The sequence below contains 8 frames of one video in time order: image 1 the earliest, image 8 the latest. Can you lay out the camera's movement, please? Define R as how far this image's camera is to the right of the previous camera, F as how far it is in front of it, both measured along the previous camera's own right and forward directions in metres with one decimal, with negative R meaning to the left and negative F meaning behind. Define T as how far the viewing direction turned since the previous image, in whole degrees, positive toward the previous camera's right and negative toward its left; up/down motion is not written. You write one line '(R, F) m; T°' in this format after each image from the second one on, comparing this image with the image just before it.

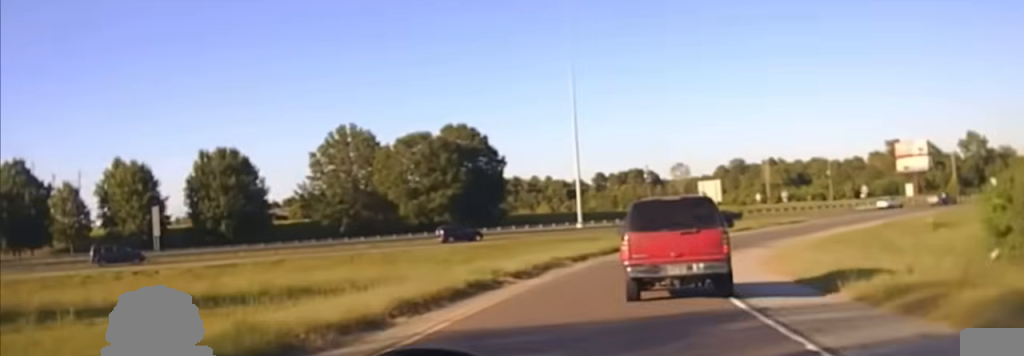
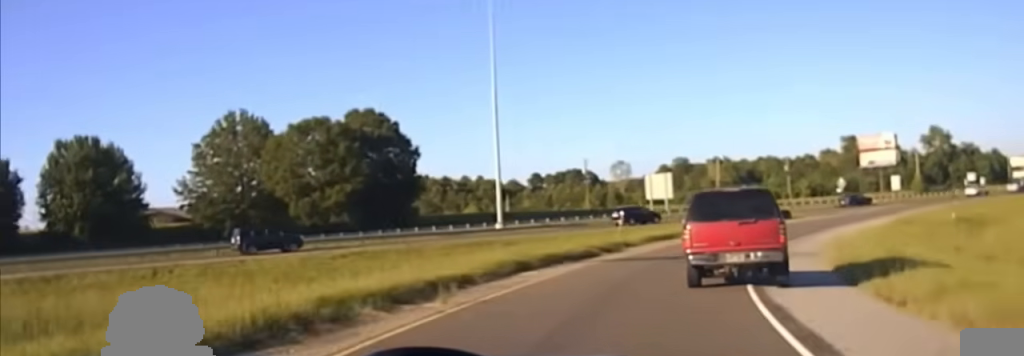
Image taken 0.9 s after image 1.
(-2.6, +24.0) m; -6°
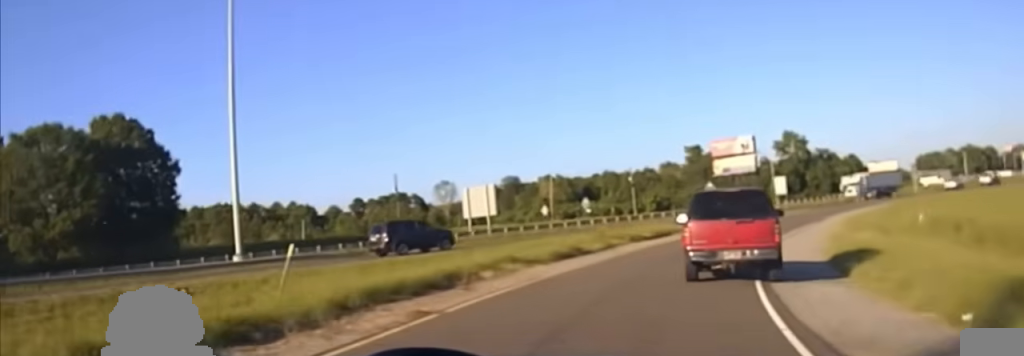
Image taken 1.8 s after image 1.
(0.0, +26.4) m; +6°
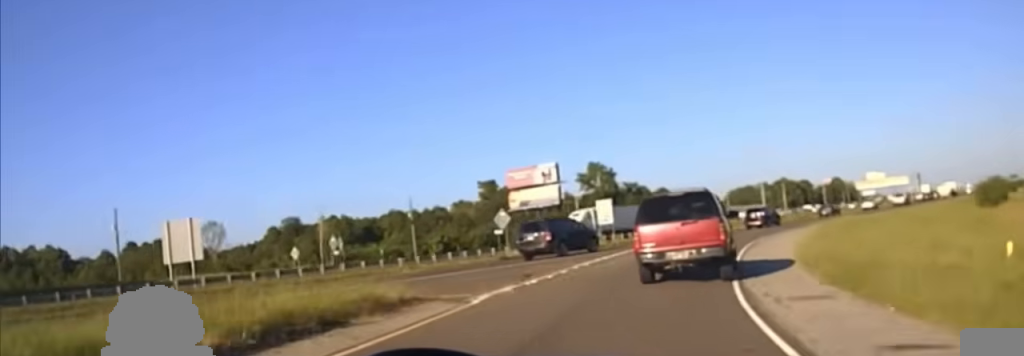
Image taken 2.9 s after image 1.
(+3.3, +28.6) m; +16°
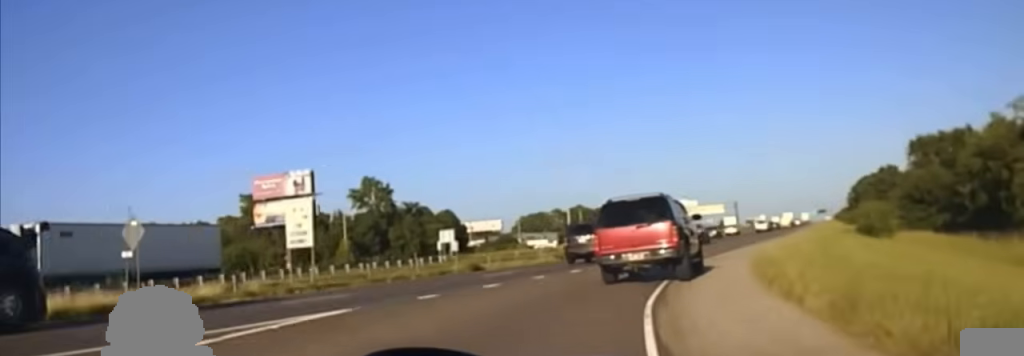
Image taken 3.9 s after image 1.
(+4.8, +29.4) m; +10°
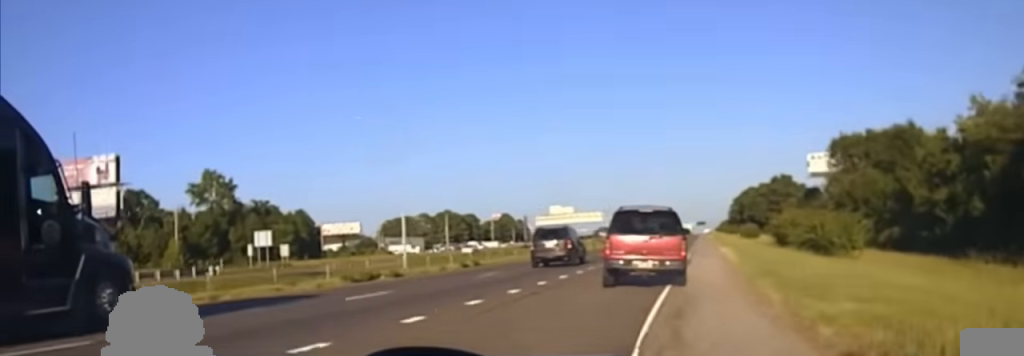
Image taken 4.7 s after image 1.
(-0.4, +21.9) m; +6°
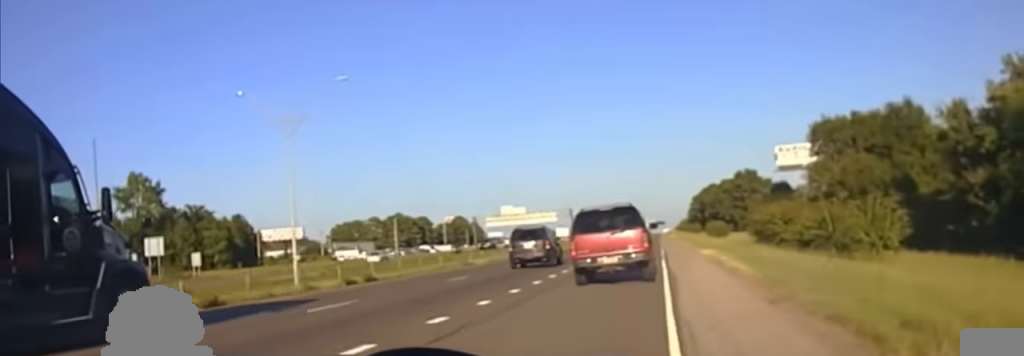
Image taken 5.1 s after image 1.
(+1.2, +14.3) m; +5°
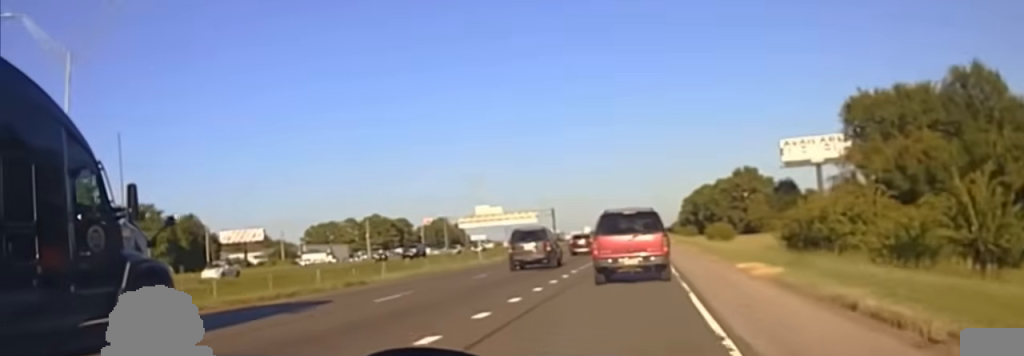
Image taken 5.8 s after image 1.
(+1.7, +20.1) m; +6°
